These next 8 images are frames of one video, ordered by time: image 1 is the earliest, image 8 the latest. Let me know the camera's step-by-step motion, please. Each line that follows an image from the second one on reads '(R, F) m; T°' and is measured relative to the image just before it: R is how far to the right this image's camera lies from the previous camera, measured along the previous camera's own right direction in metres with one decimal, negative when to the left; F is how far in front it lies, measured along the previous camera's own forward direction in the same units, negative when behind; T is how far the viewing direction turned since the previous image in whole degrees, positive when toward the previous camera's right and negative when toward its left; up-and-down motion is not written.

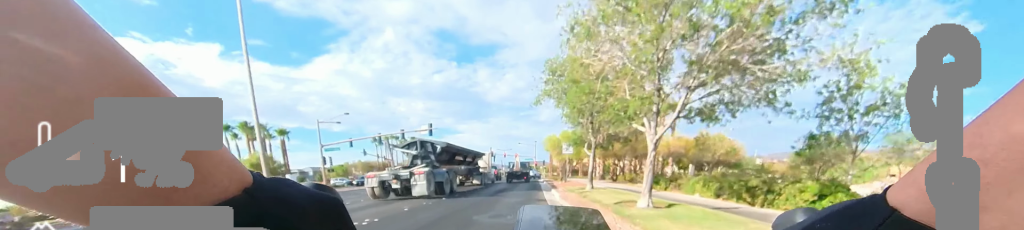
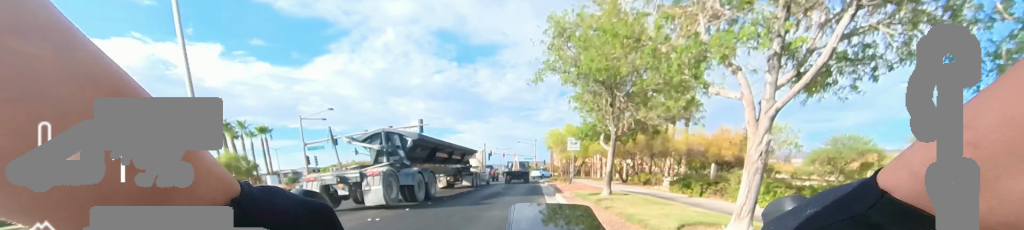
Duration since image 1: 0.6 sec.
(-0.4, +3.4) m; -6°
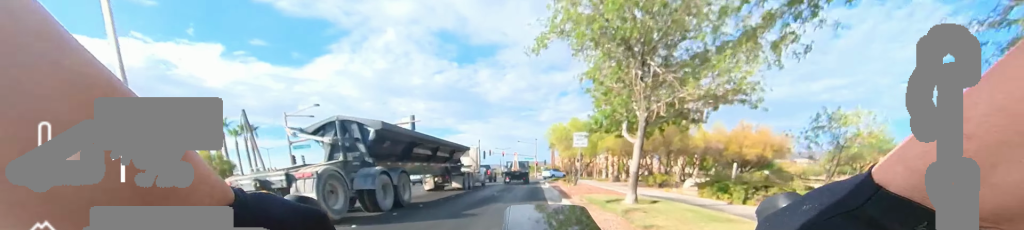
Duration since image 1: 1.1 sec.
(0.0, +2.7) m; 0°
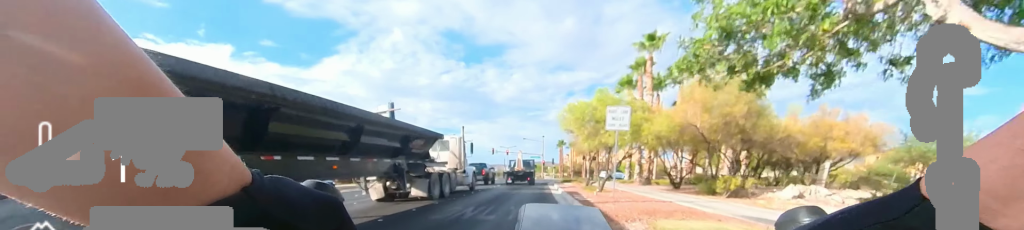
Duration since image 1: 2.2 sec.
(0.0, +6.6) m; 0°
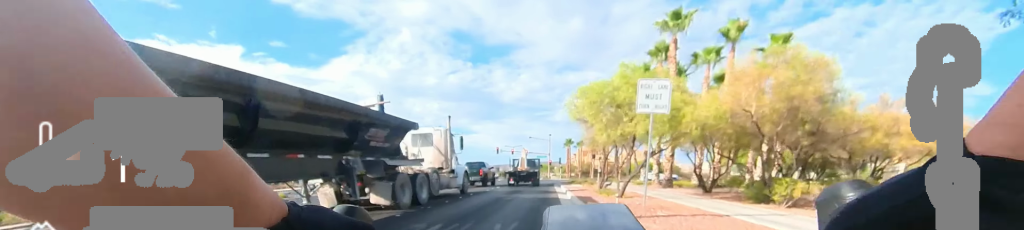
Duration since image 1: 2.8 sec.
(0.0, +3.0) m; 0°
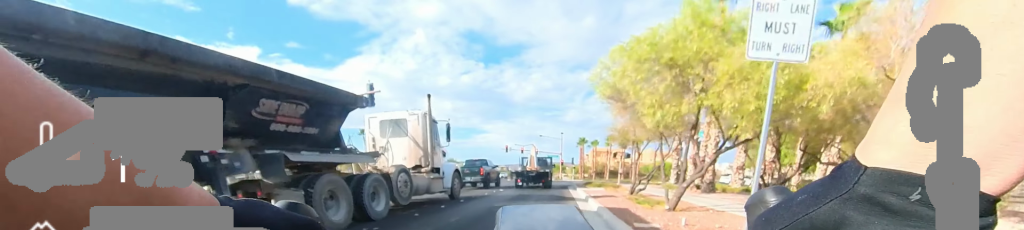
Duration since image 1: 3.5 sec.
(0.0, +3.4) m; 0°
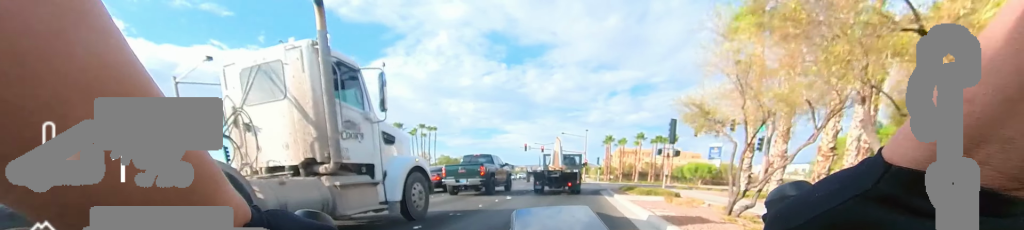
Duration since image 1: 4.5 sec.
(0.0, +4.6) m; 0°
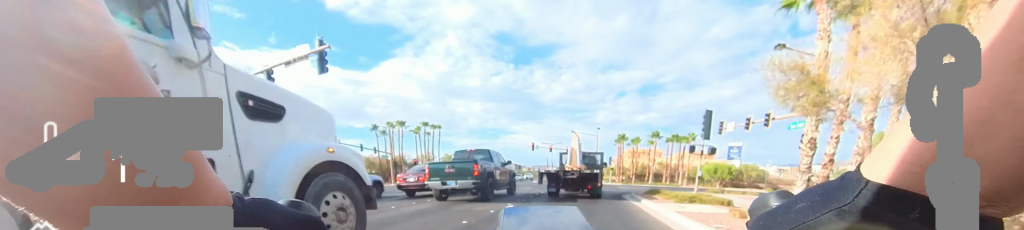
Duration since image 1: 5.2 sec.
(0.0, +2.7) m; 0°
